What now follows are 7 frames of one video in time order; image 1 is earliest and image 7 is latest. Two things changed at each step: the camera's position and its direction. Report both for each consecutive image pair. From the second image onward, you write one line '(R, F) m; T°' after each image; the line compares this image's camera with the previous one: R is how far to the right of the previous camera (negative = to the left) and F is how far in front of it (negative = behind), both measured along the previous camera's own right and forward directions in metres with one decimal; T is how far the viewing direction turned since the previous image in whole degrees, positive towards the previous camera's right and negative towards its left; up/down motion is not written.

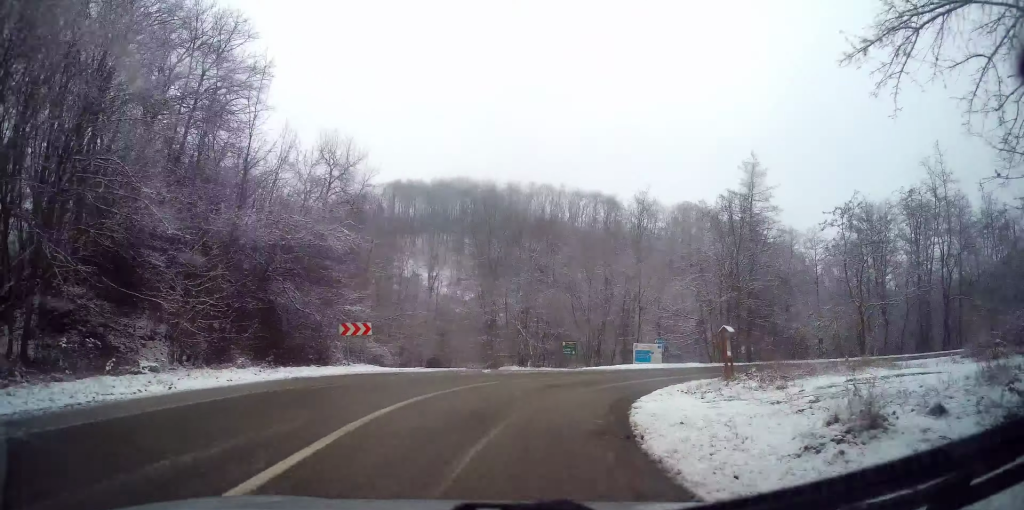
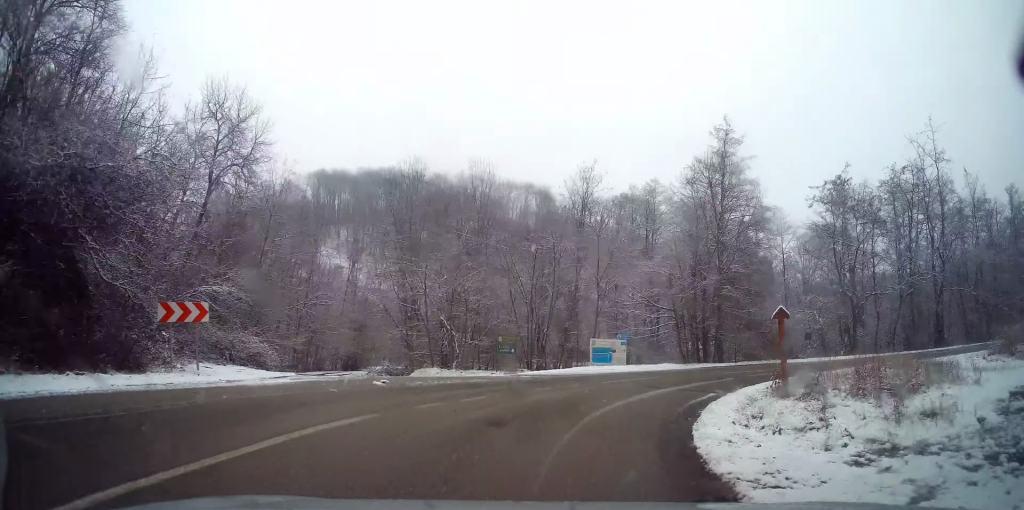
(+0.5, +7.8) m; +11°
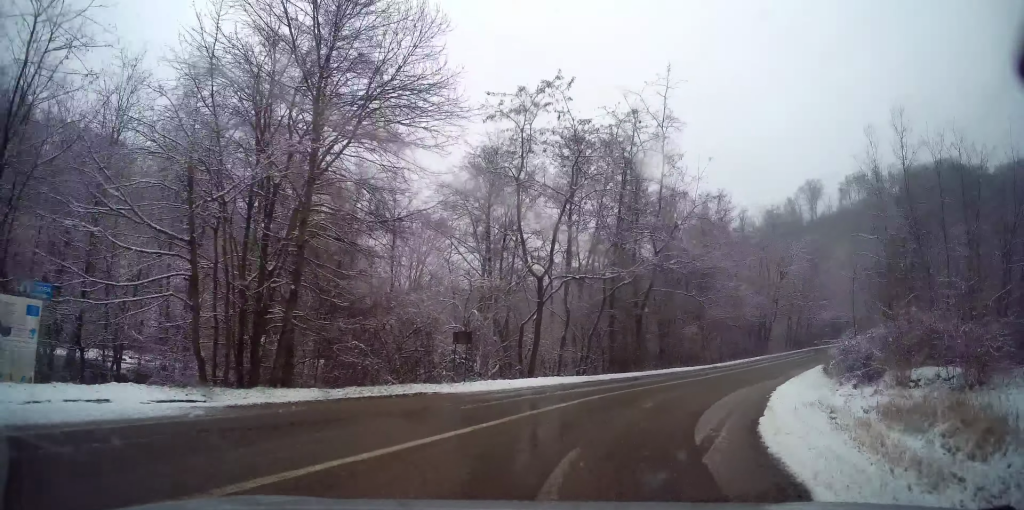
(+7.6, +16.9) m; +50°
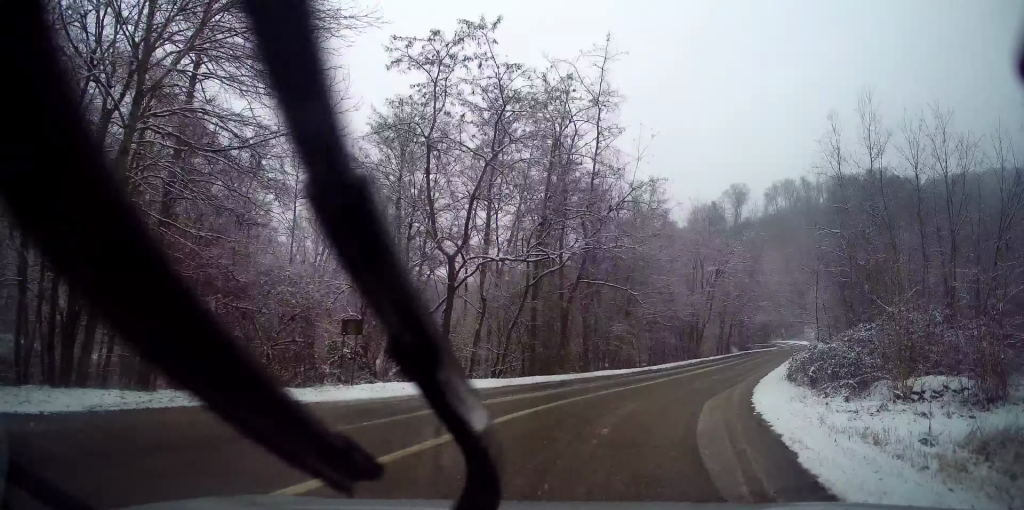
(+0.3, +4.3) m; +8°
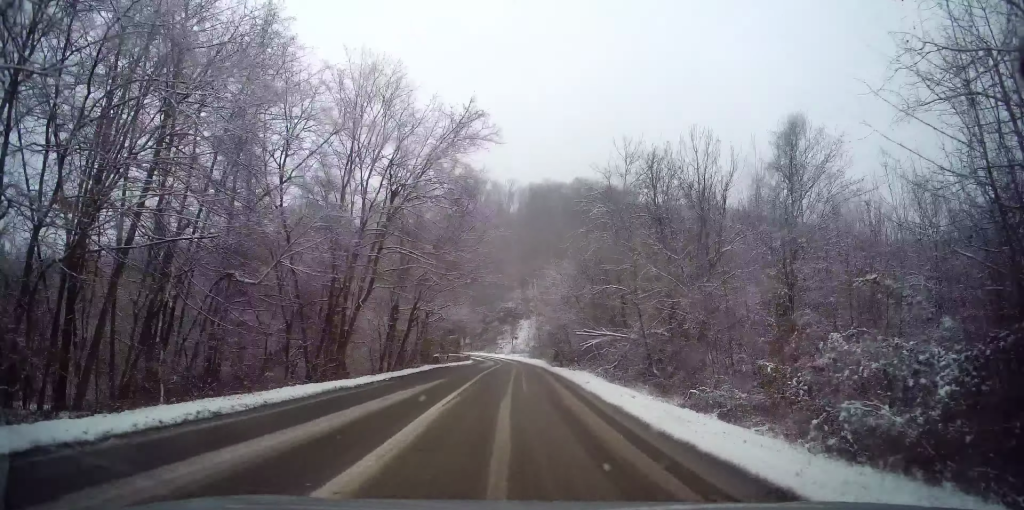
(+7.3, +26.7) m; +21°
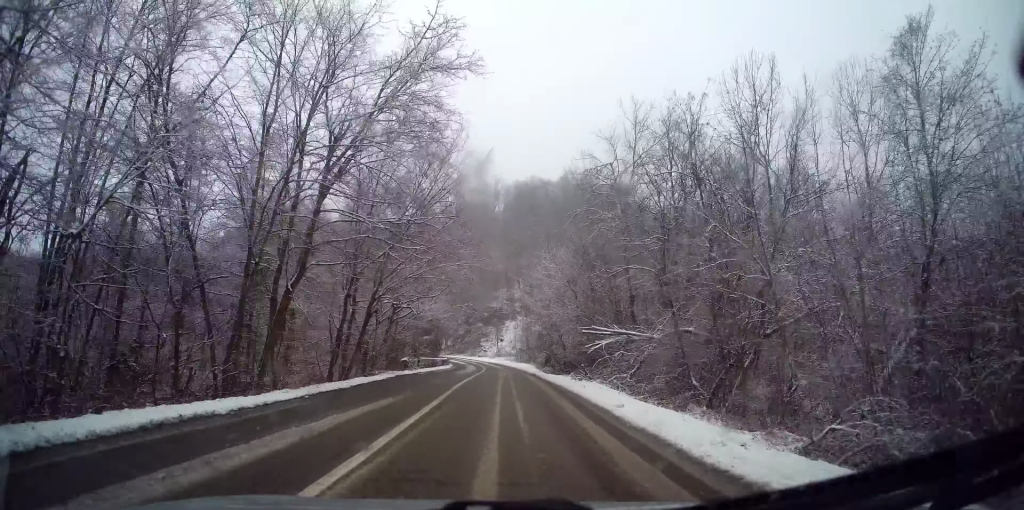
(0.0, +6.9) m; +1°
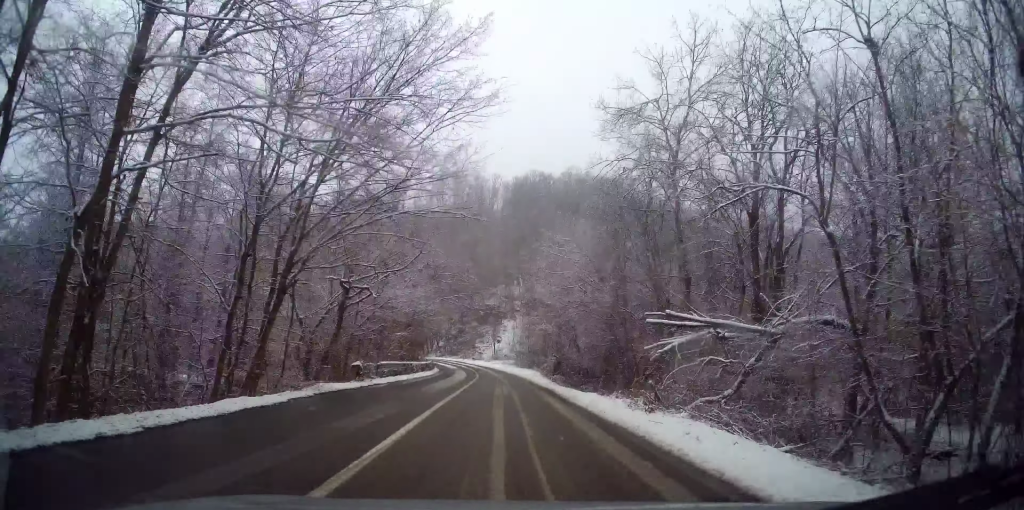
(+0.2, +10.0) m; +2°
